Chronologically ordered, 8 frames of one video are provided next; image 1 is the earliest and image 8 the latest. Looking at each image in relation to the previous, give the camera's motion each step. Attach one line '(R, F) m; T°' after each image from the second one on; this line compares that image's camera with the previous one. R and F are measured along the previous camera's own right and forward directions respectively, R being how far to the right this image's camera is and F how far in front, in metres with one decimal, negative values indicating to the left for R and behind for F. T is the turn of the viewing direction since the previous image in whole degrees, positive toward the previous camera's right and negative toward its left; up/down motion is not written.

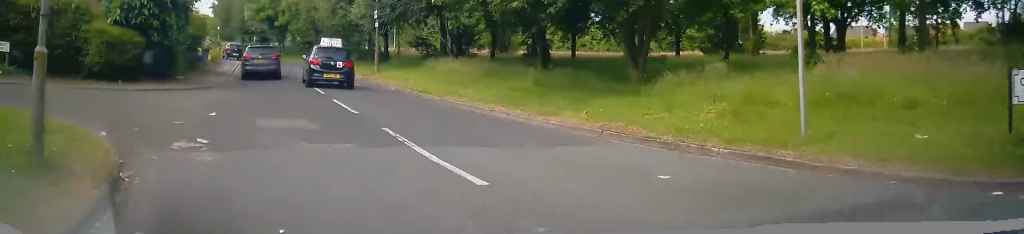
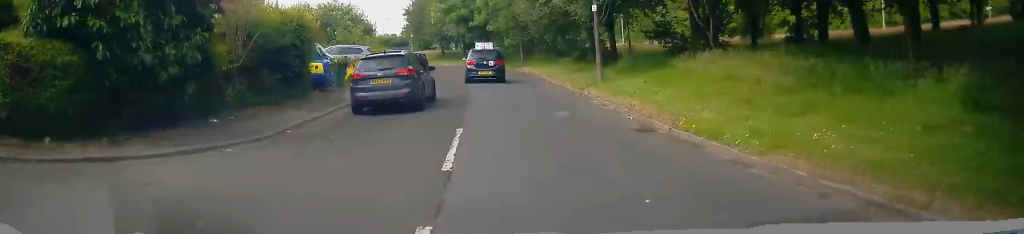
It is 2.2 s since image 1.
(-2.5, +10.3) m; -20°
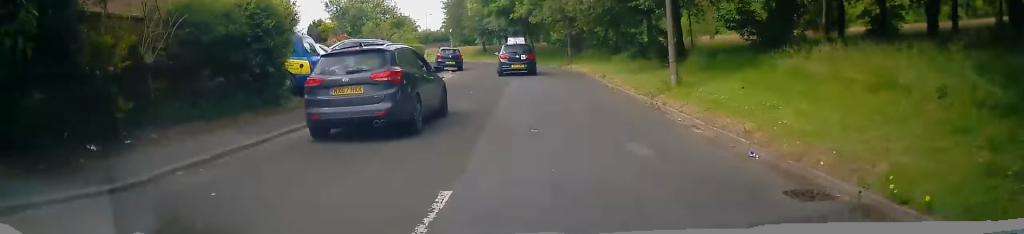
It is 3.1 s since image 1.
(-0.1, +5.0) m; -5°
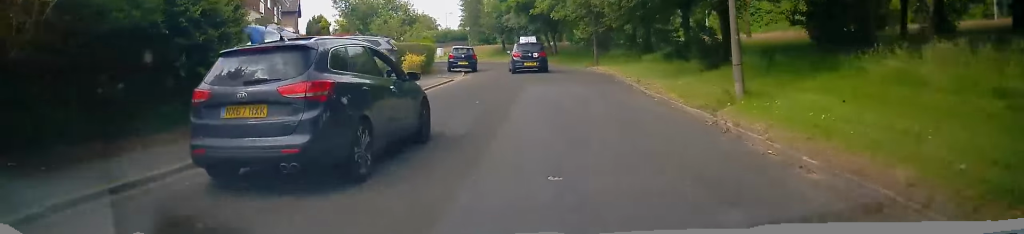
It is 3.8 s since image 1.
(-0.1, +3.6) m; -5°
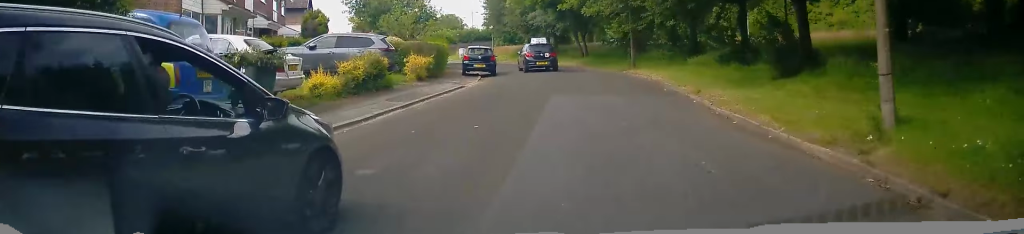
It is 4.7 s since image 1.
(-0.4, +4.7) m; -9°
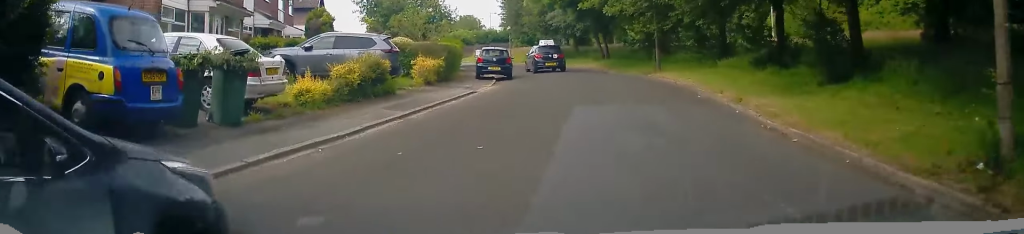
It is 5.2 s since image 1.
(-0.2, +2.1) m; -3°
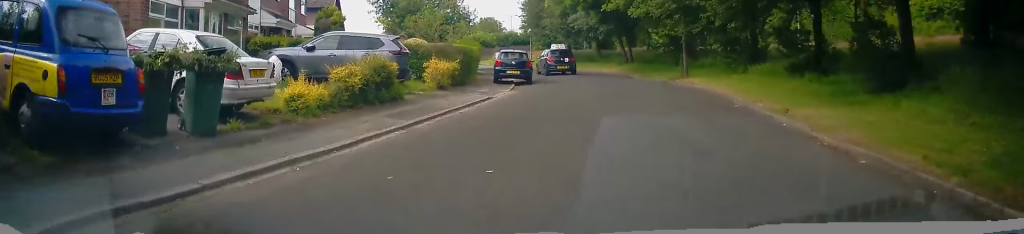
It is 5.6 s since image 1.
(-0.1, +1.7) m; -1°
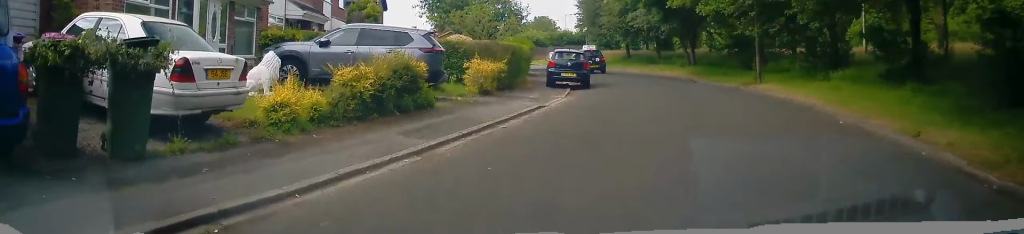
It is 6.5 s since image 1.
(0.0, +3.5) m; +3°
